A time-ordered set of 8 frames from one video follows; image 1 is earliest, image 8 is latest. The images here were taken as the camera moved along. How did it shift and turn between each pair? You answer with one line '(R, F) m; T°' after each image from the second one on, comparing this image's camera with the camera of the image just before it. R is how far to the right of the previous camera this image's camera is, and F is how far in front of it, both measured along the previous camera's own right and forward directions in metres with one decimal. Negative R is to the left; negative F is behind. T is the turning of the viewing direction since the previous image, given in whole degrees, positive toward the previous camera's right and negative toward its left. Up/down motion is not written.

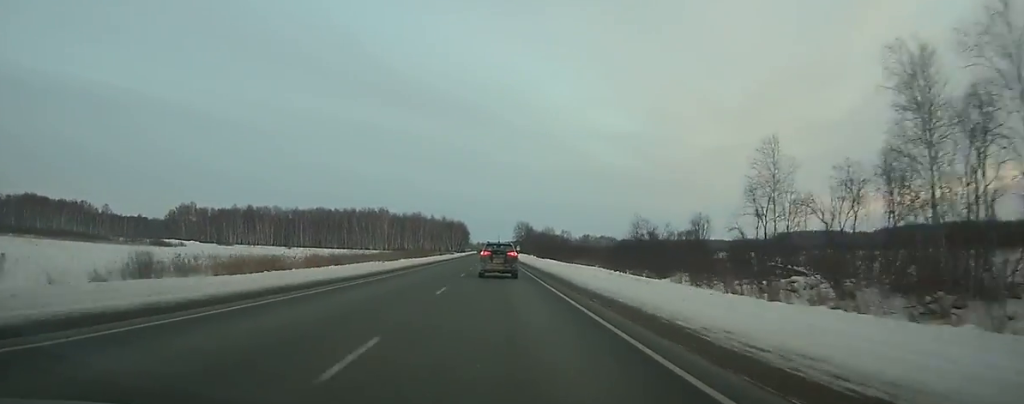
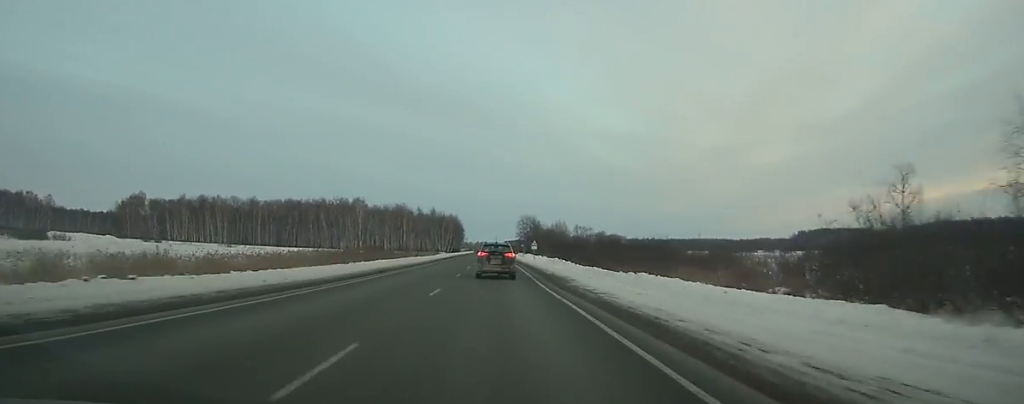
(0.0, +60.0) m; 0°
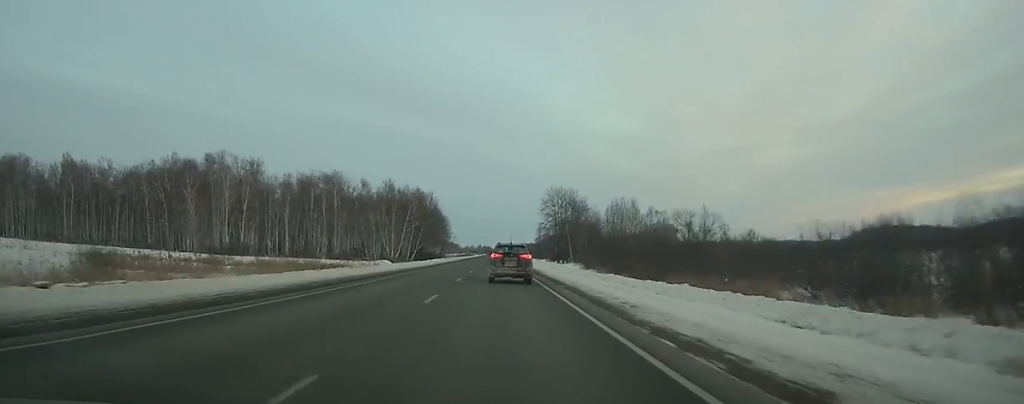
(+0.2, +132.2) m; 0°
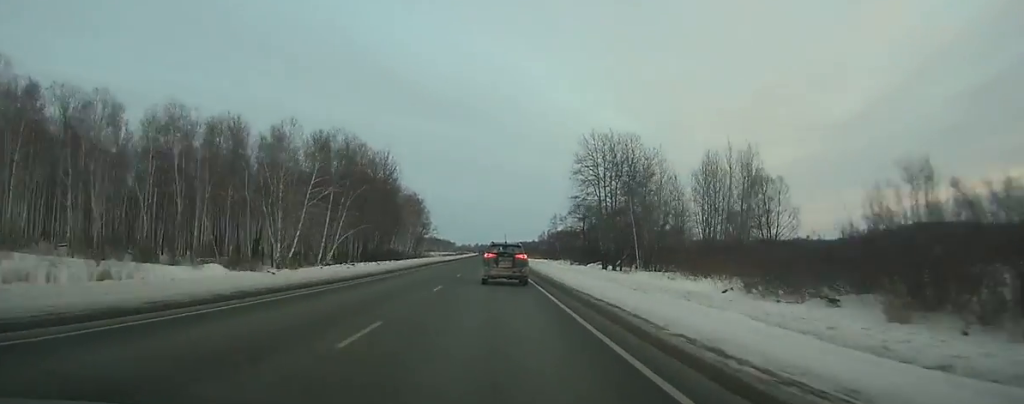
(0.0, +66.3) m; 0°
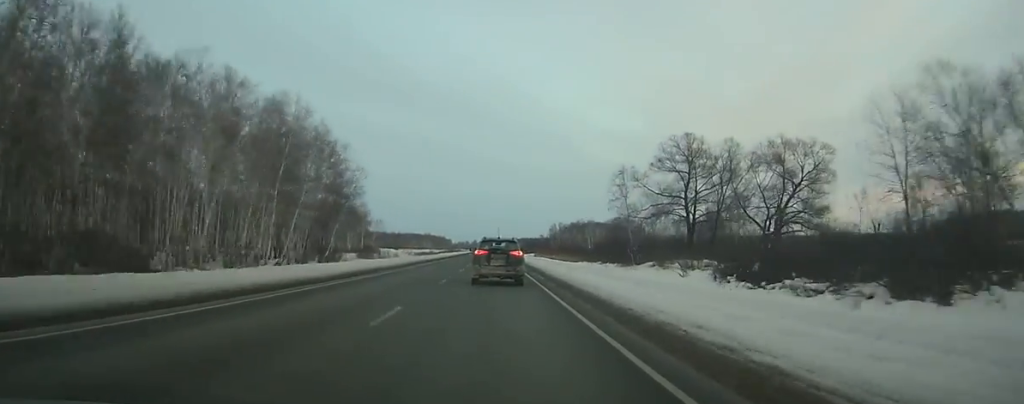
(0.0, +92.2) m; 0°
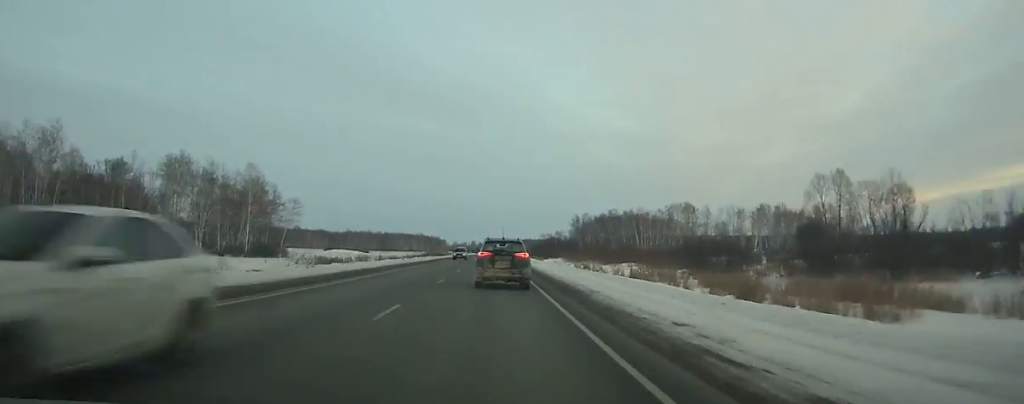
(+0.1, +106.4) m; 0°
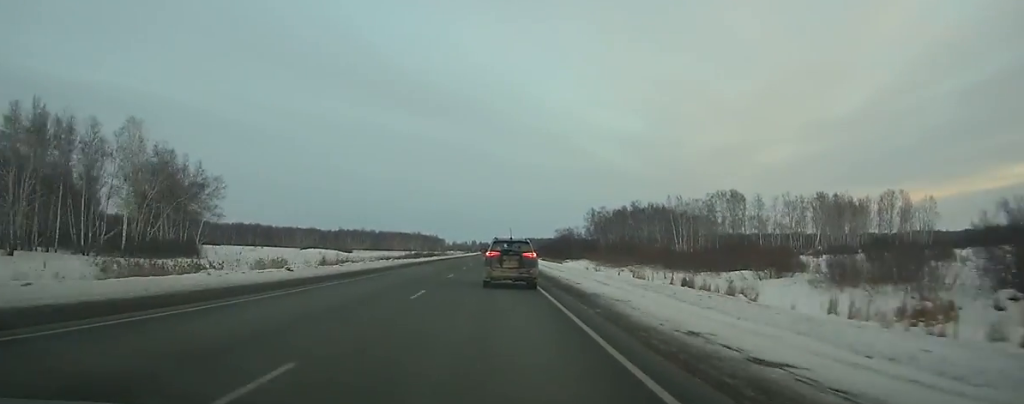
(-0.1, +43.2) m; 0°
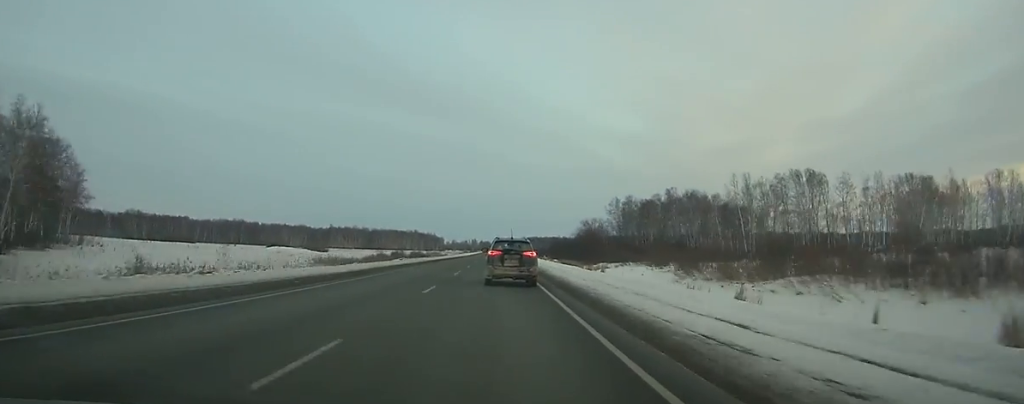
(0.0, +46.1) m; 0°
